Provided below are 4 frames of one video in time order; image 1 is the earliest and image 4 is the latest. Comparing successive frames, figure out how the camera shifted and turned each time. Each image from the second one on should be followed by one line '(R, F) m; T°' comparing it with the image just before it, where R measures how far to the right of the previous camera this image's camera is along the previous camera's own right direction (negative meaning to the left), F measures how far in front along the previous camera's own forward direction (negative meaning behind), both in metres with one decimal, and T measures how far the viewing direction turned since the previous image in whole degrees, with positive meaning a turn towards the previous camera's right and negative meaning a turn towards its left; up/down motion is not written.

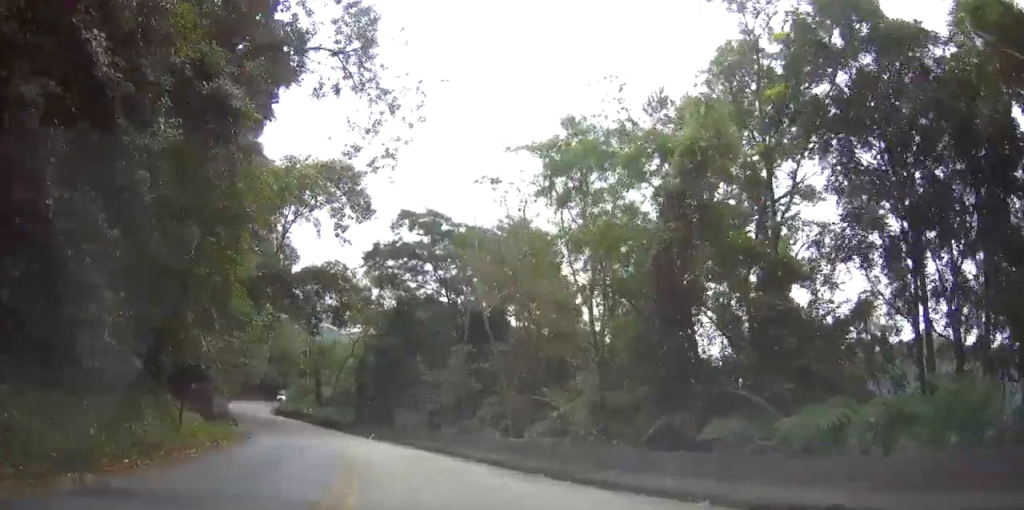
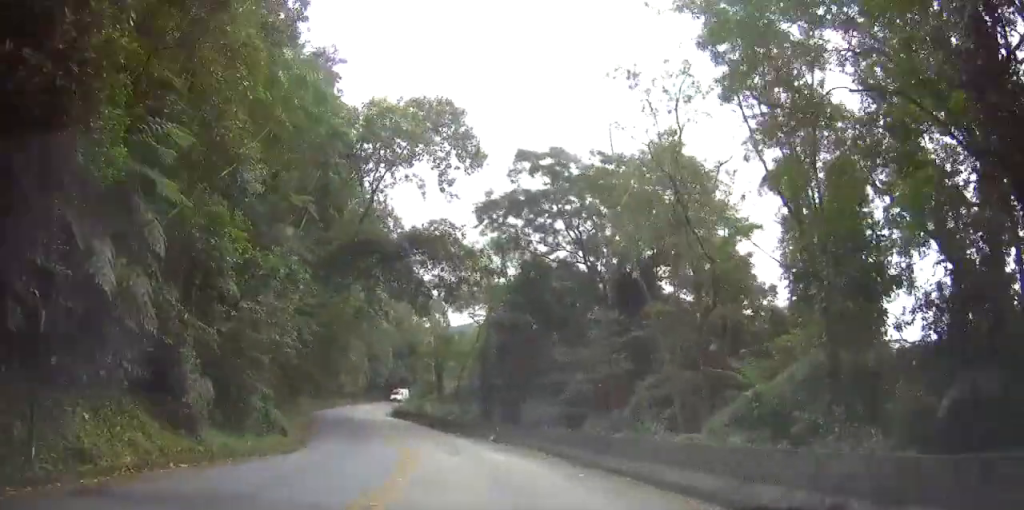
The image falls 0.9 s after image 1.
(-0.6, +10.7) m; -6°
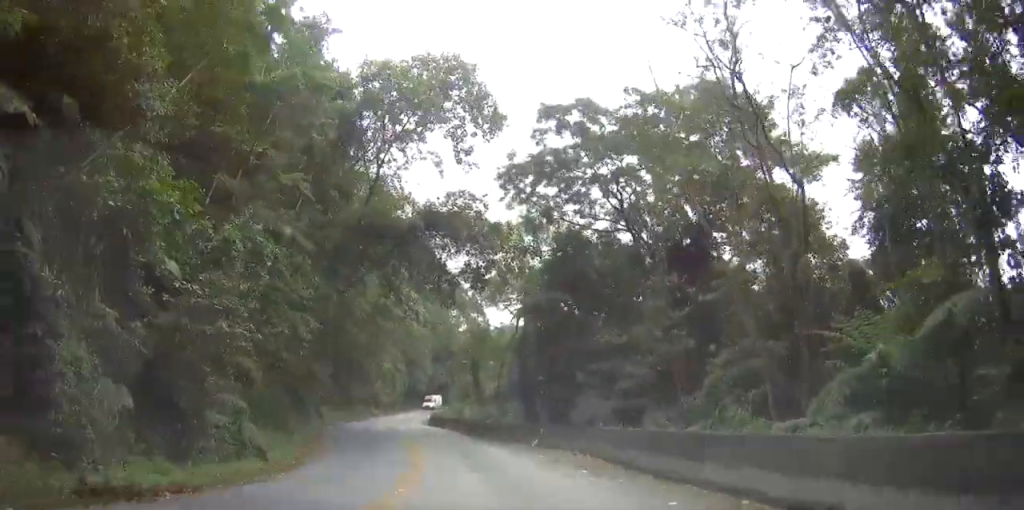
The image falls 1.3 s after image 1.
(+0.3, +5.9) m; -3°
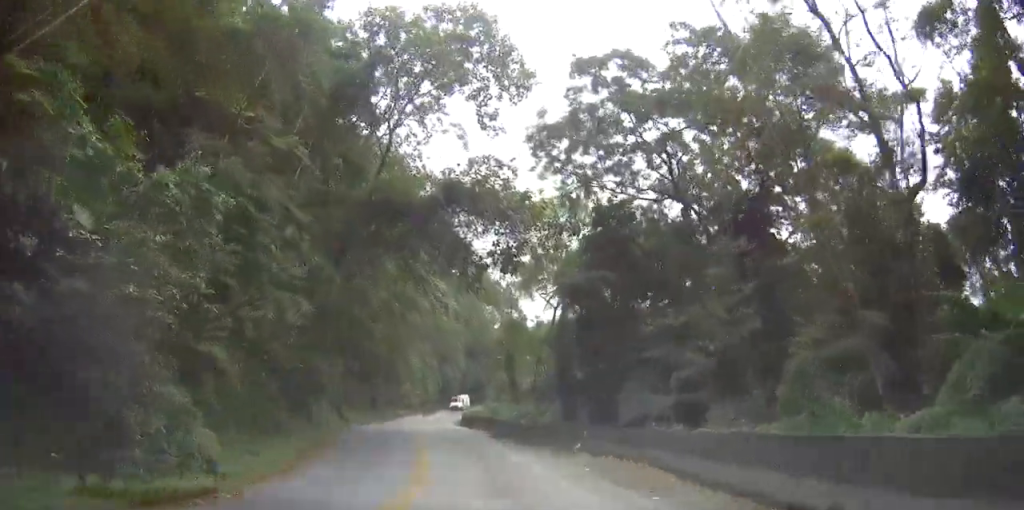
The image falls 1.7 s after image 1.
(-0.5, +5.1) m; -2°
